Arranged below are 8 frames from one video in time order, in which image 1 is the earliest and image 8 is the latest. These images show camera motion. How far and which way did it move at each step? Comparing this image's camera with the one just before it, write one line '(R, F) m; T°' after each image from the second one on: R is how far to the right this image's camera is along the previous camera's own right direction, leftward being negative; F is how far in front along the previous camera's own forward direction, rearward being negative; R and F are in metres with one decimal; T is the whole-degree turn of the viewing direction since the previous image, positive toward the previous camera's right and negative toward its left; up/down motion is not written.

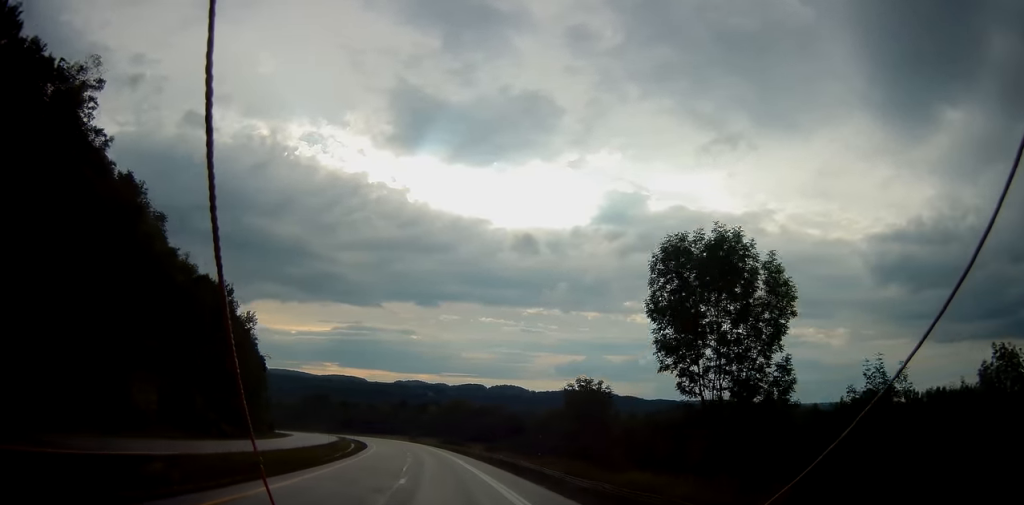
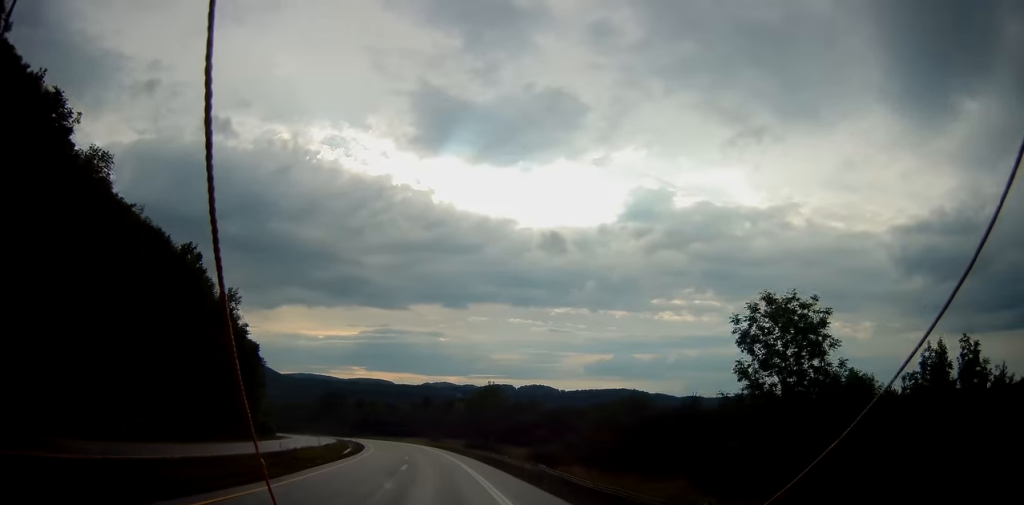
(-0.5, +25.9) m; -3°
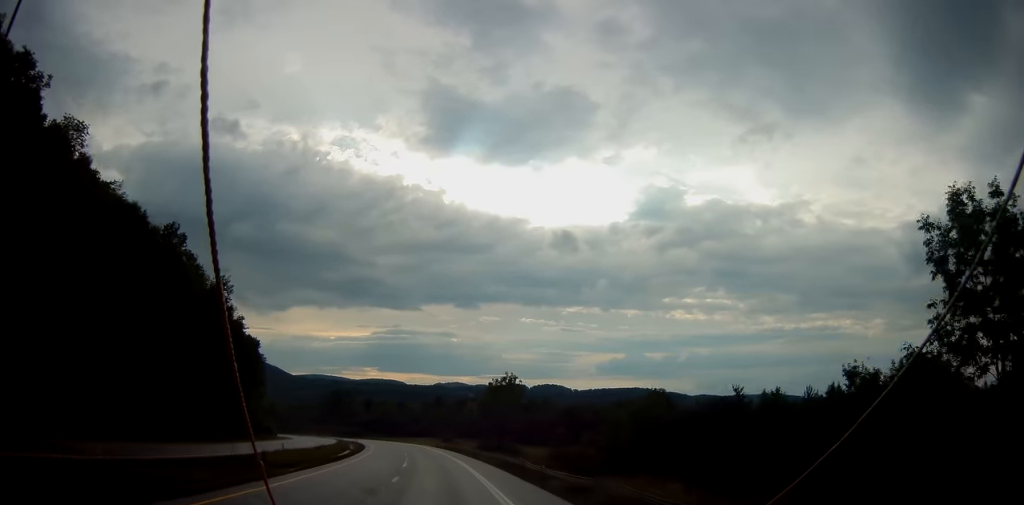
(+0.1, +9.7) m; -1°
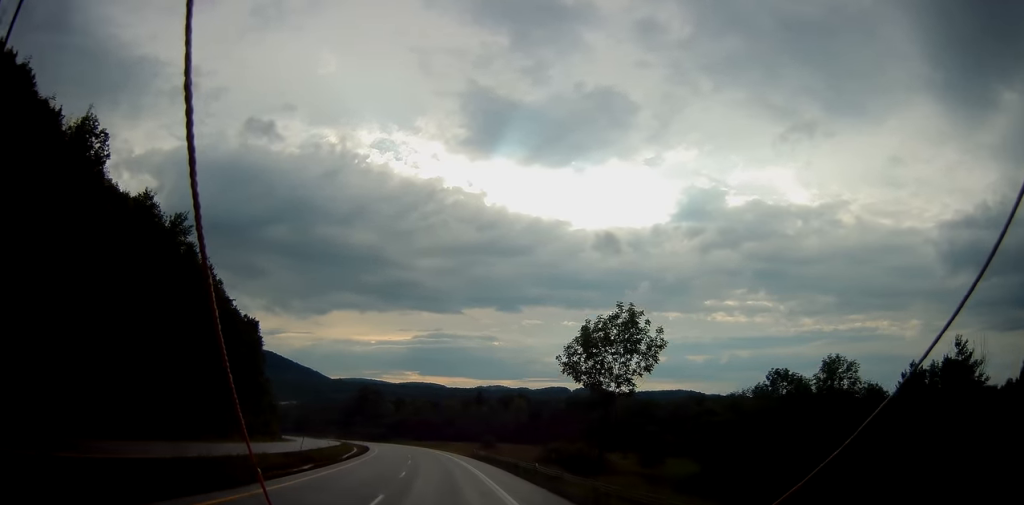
(-1.5, +32.2) m; -4°
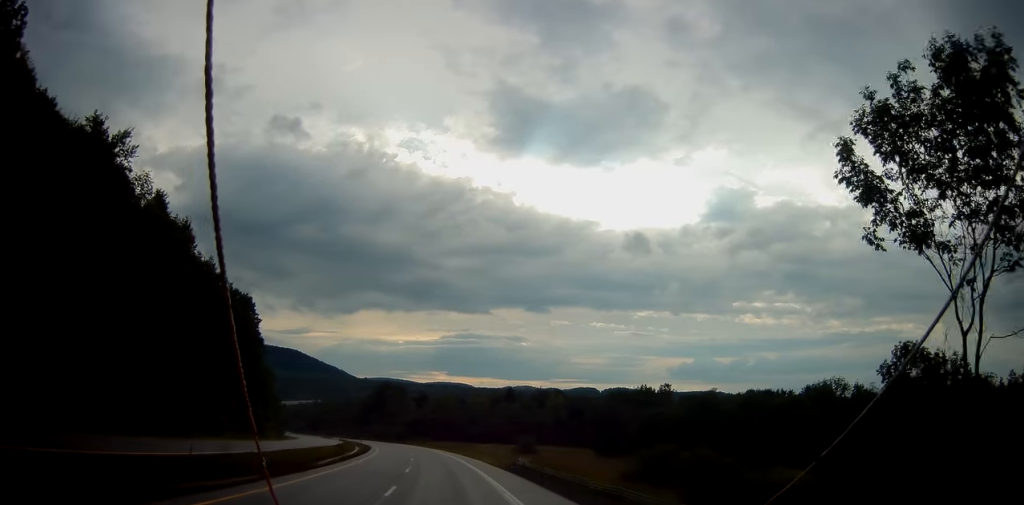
(-0.4, +22.4) m; -2°
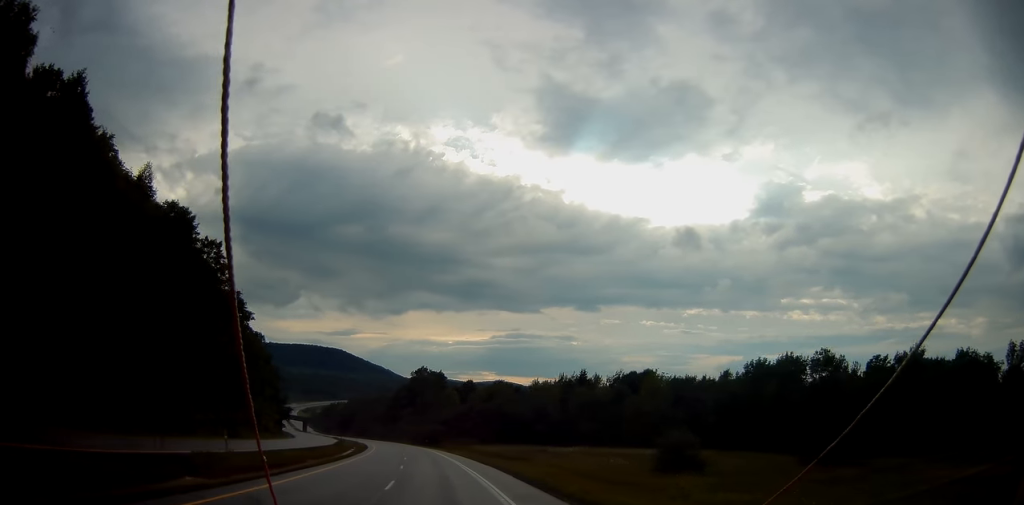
(-2.5, +46.2) m; -6°
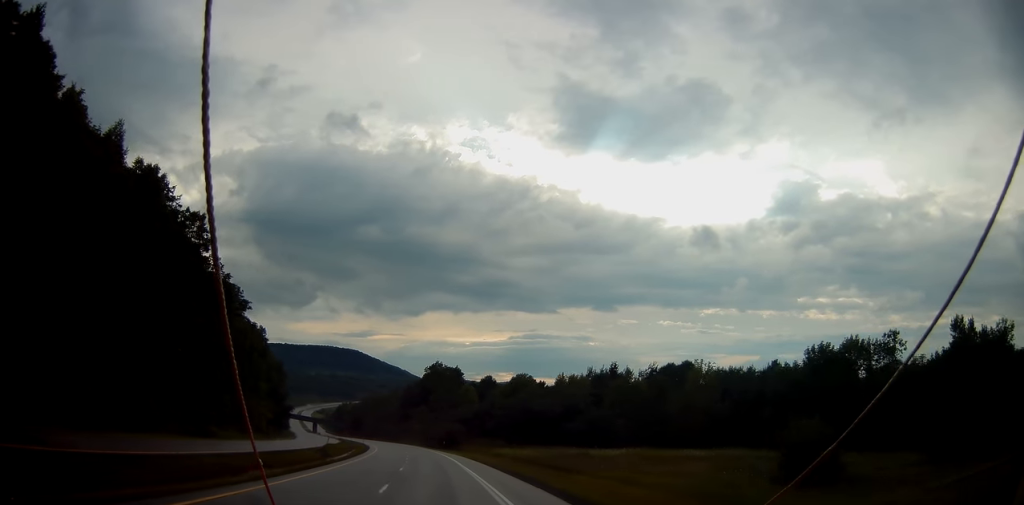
(-0.2, +13.7) m; -1°
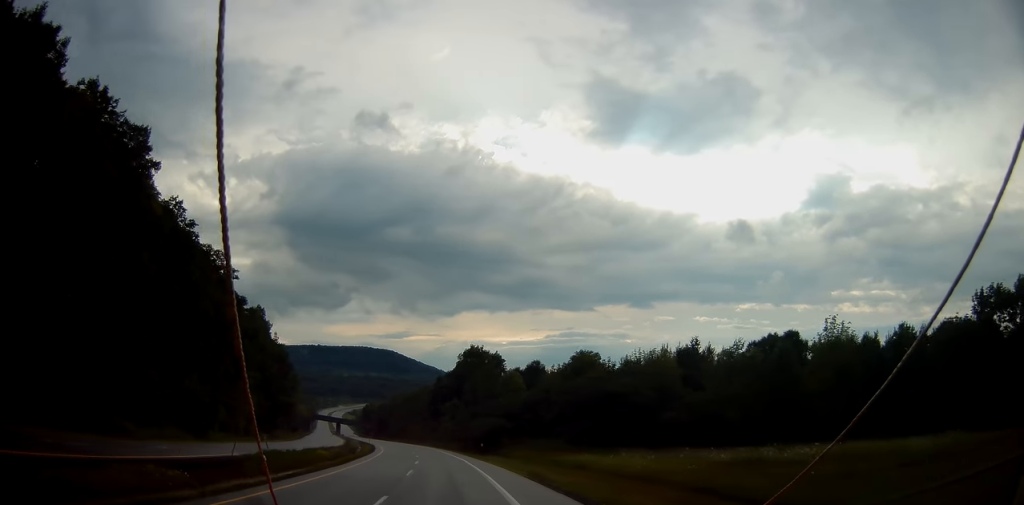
(-0.1, +28.4) m; -3°
